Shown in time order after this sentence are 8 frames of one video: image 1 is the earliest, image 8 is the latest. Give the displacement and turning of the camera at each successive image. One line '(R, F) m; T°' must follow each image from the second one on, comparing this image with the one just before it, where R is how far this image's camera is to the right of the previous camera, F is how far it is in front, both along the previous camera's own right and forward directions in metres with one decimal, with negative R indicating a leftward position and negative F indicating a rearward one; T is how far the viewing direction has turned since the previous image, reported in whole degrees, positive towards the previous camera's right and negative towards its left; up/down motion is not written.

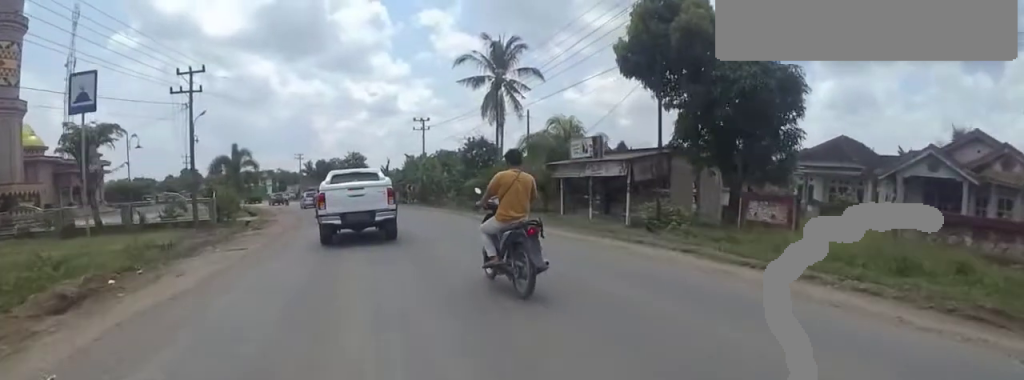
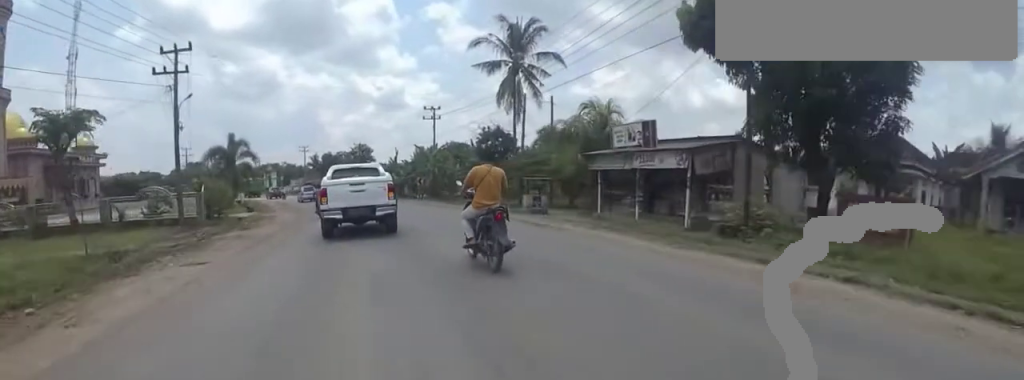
(0.0, +3.5) m; 0°
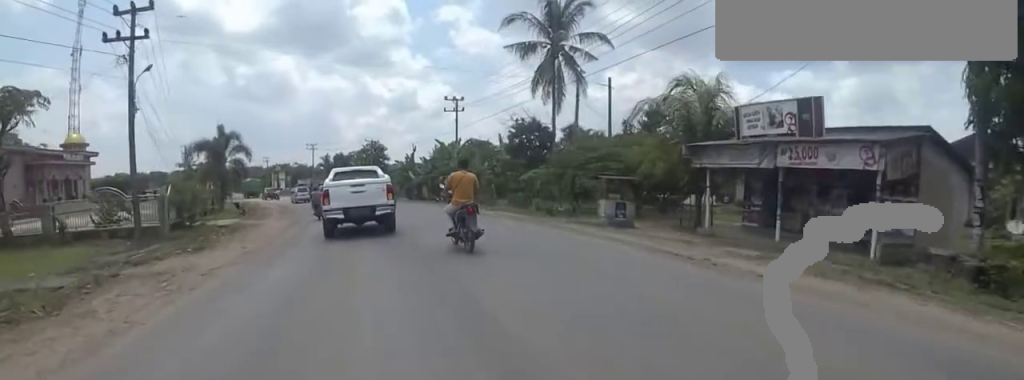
(0.0, +6.7) m; 0°
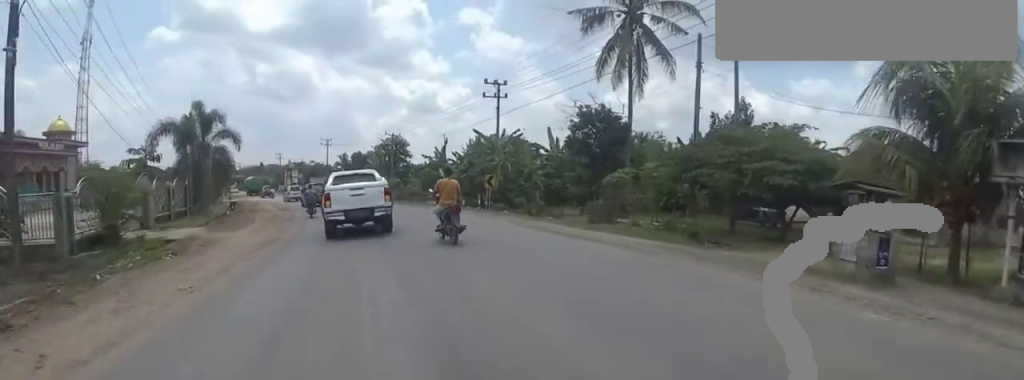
(0.0, +8.8) m; +1°
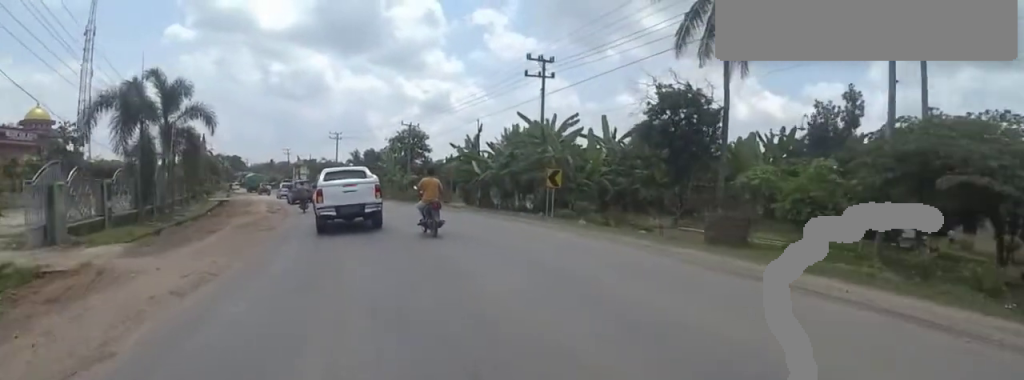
(+0.1, +7.4) m; +1°
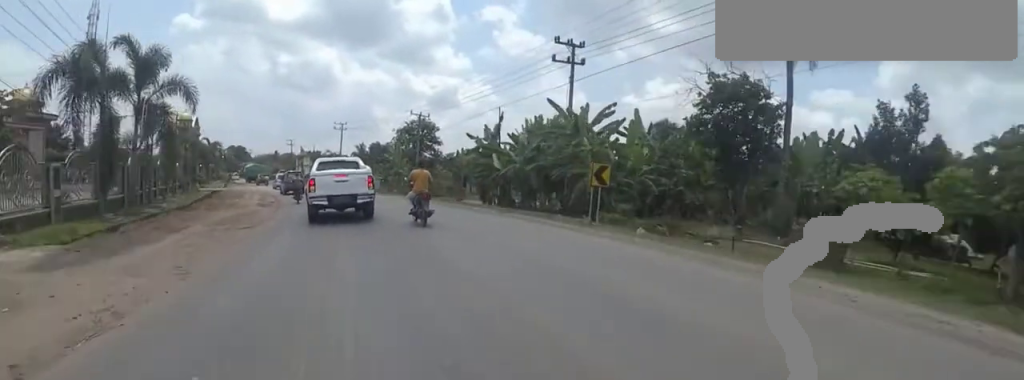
(0.0, +3.4) m; 0°
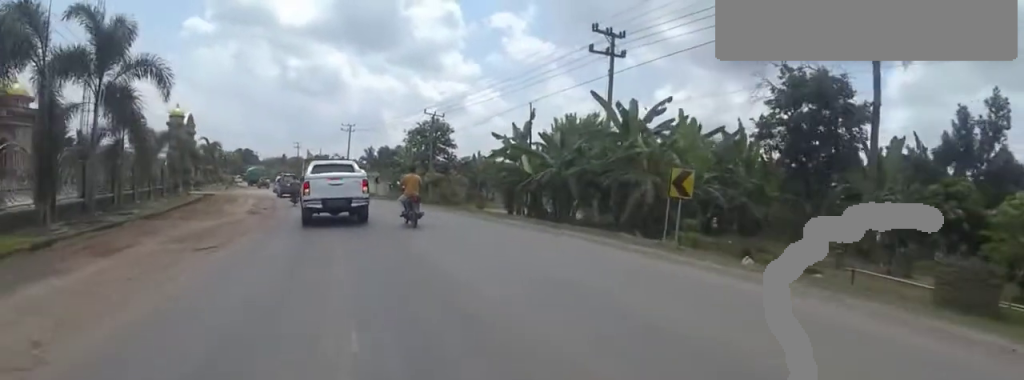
(0.0, +3.6) m; 0°
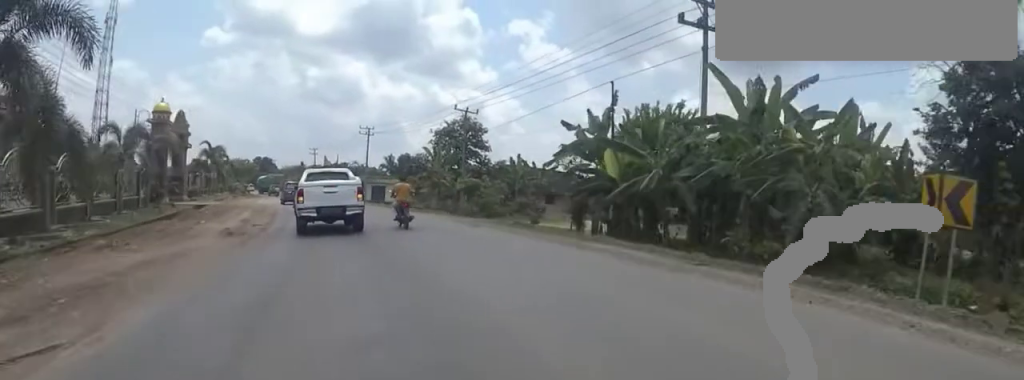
(-0.1, +6.0) m; -5°
